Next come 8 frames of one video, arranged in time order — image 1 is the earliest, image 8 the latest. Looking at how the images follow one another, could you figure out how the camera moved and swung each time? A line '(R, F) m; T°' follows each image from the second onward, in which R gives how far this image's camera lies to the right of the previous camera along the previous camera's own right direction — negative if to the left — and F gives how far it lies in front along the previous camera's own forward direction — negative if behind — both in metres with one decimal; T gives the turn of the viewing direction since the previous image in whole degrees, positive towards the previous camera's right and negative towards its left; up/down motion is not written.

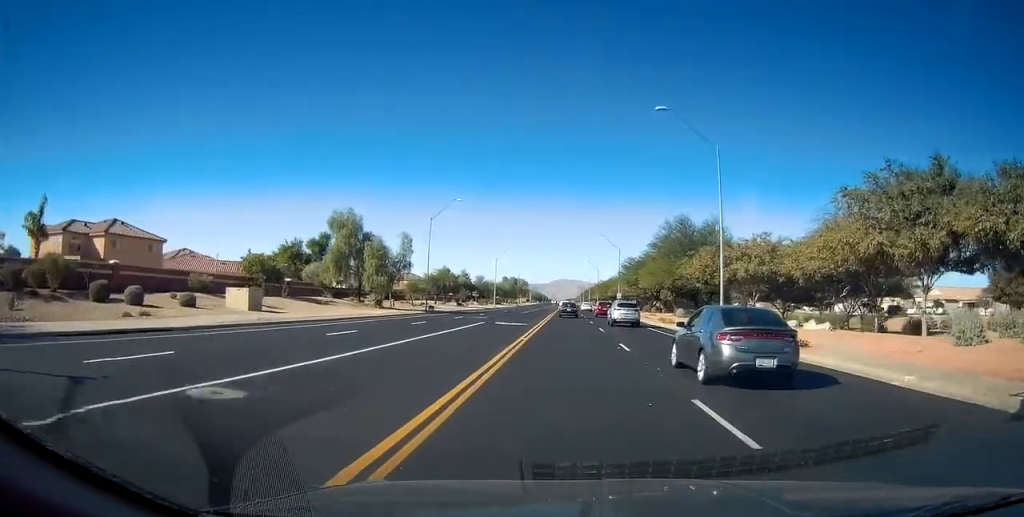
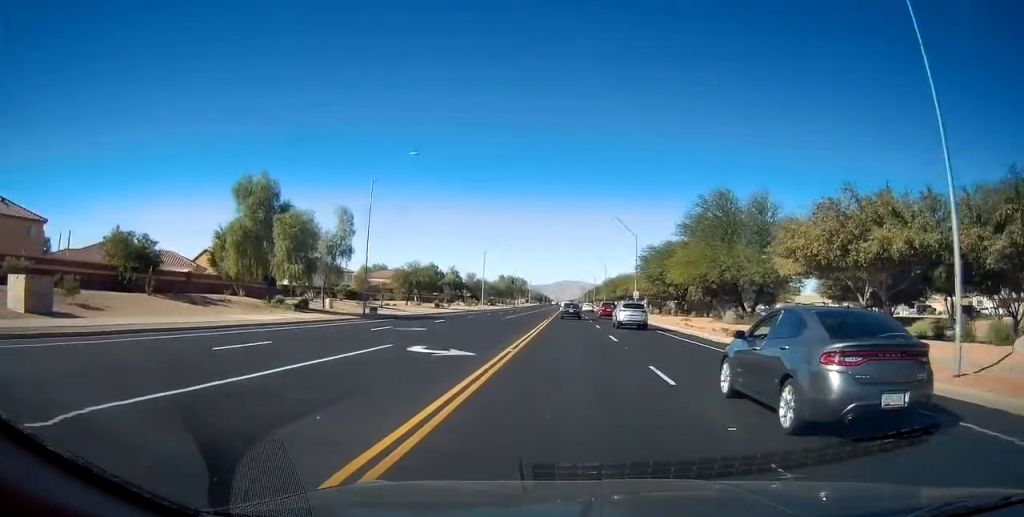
(0.0, +19.4) m; 0°
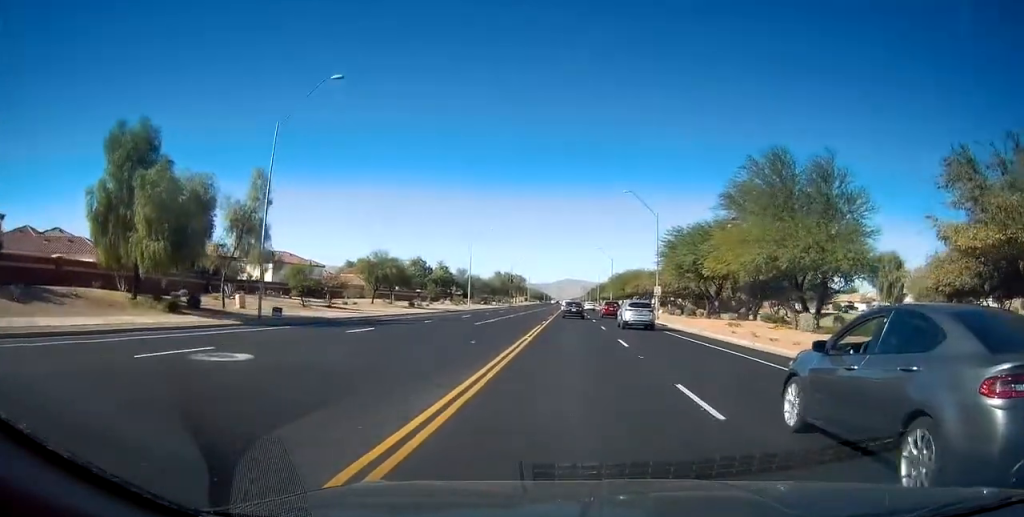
(-0.2, +15.1) m; 0°
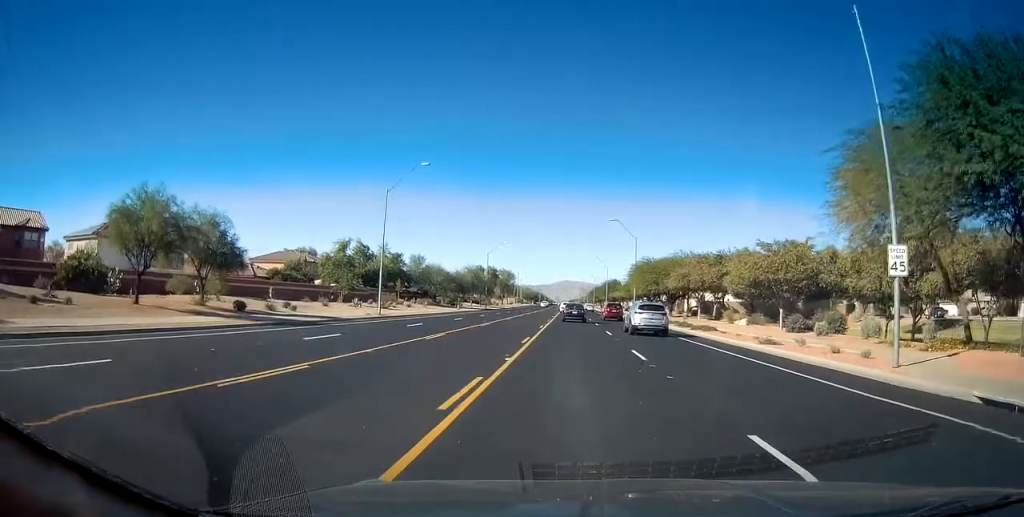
(-0.1, +39.8) m; -1°
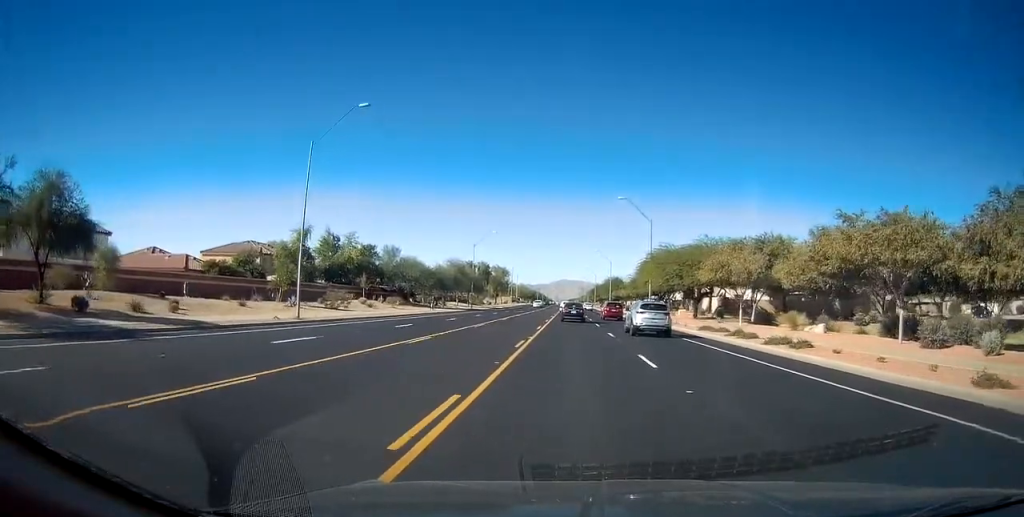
(+0.2, +13.9) m; -1°
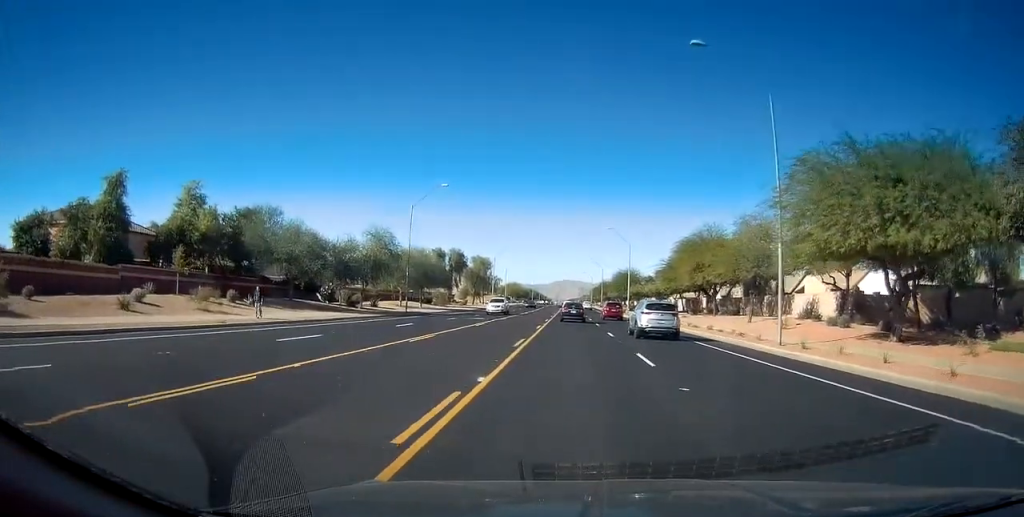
(-0.4, +35.7) m; 0°
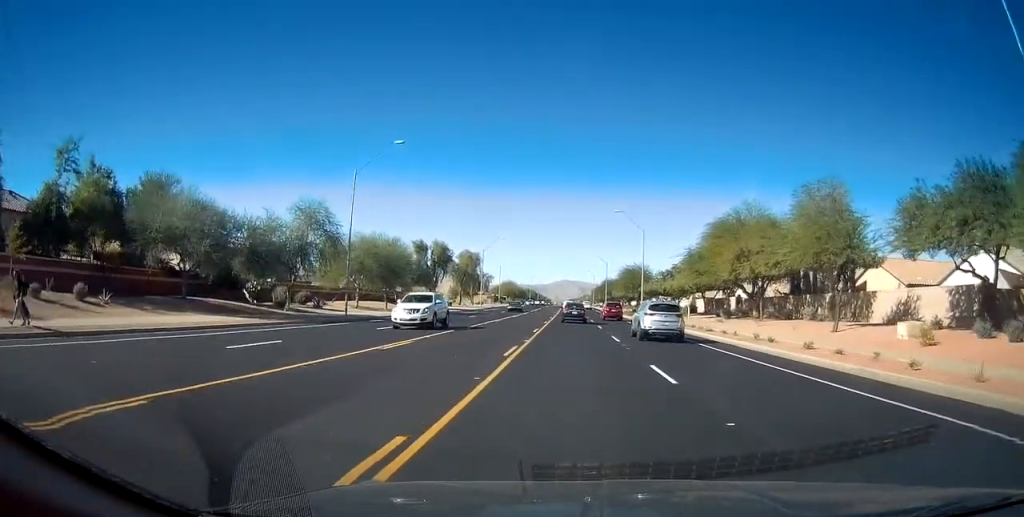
(0.0, +14.7) m; +1°
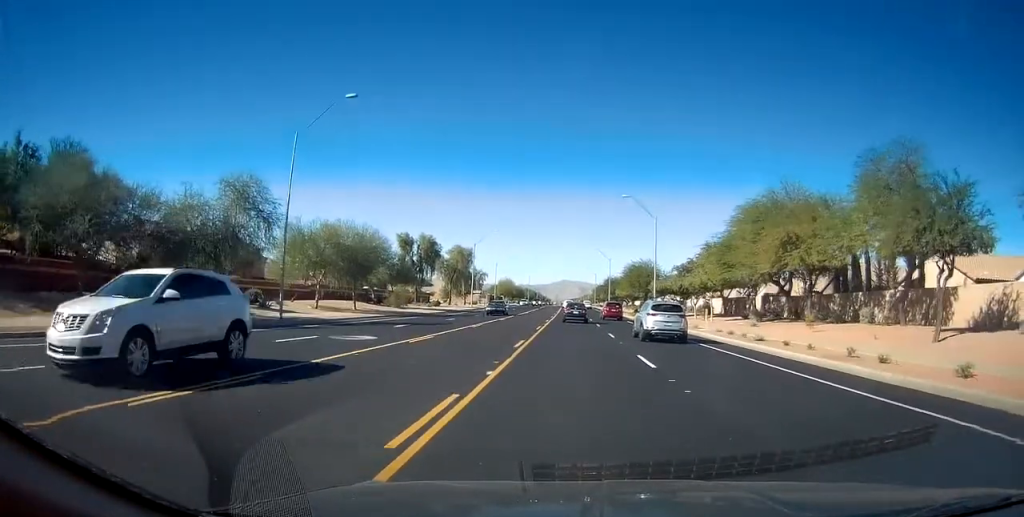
(0.0, +9.3) m; 0°
